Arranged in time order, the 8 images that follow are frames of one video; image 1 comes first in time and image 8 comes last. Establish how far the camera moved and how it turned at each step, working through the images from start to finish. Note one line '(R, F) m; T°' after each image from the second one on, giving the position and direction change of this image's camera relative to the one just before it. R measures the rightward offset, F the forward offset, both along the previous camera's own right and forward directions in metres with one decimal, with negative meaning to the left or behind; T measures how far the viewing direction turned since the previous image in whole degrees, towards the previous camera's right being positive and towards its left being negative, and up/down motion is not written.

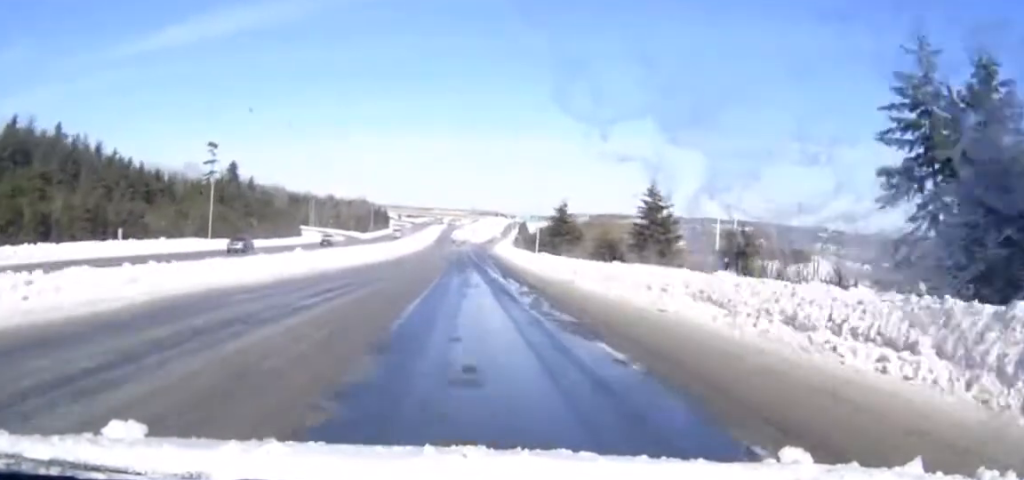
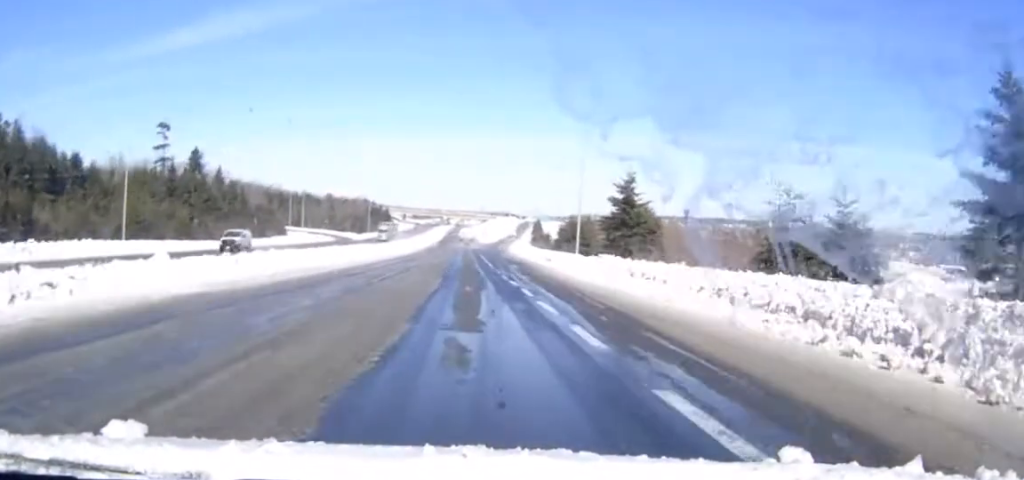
(-0.2, +30.4) m; -1°
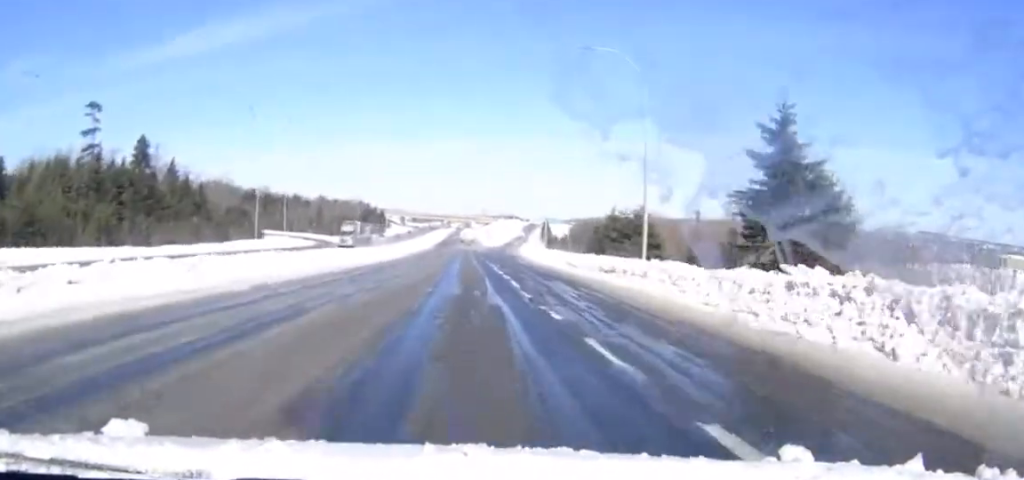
(-0.1, +26.5) m; 0°
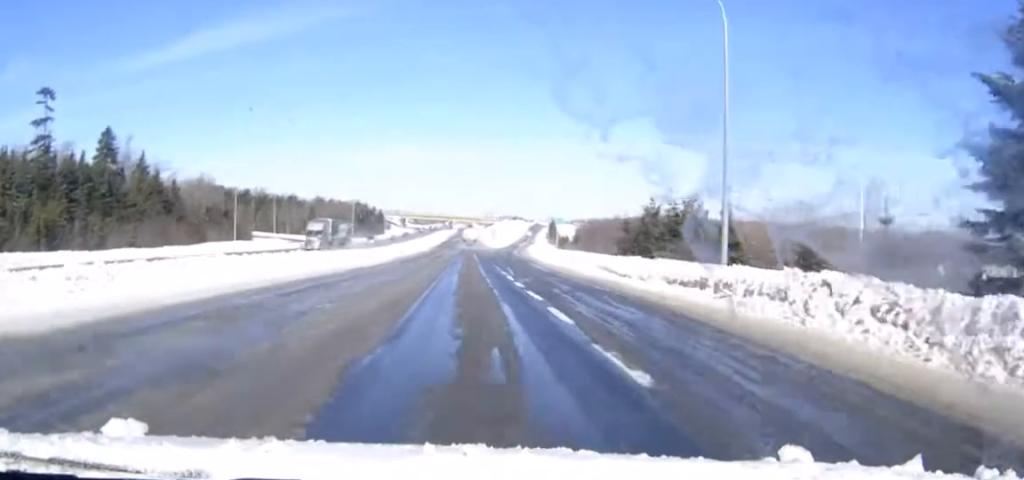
(0.0, +13.9) m; 0°
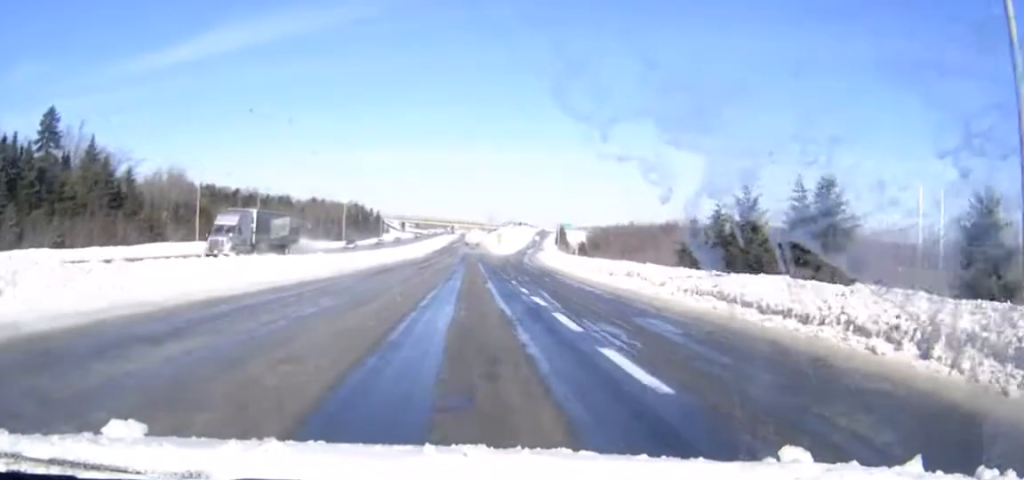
(0.0, +18.5) m; 0°
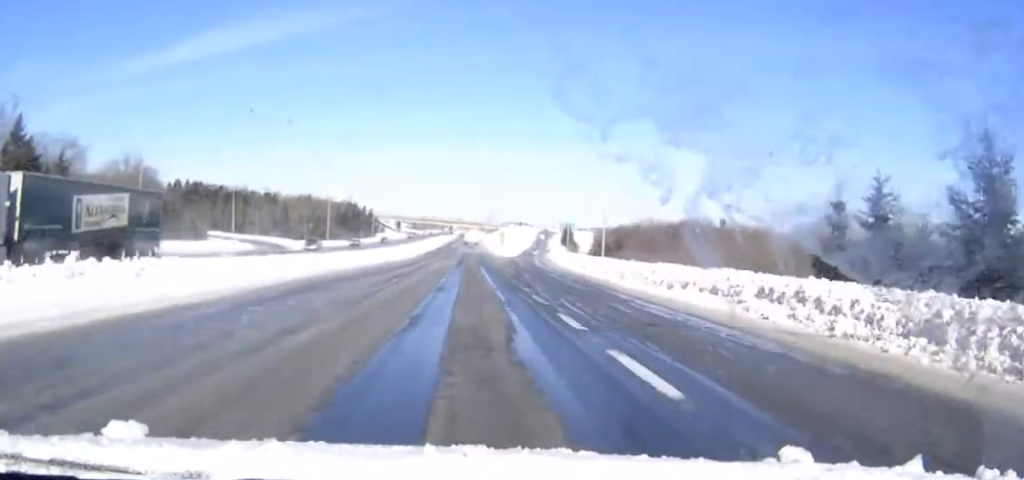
(0.0, +19.1) m; 0°
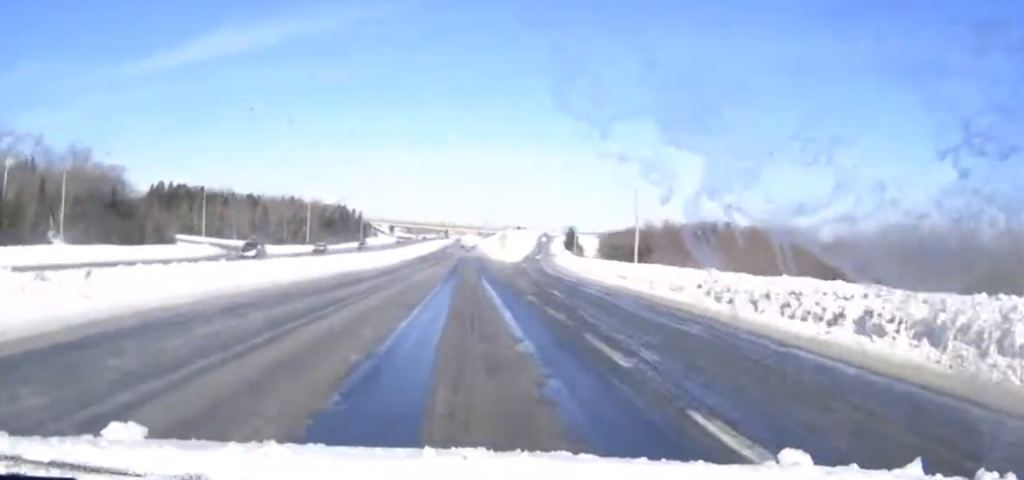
(0.0, +17.0) m; 0°
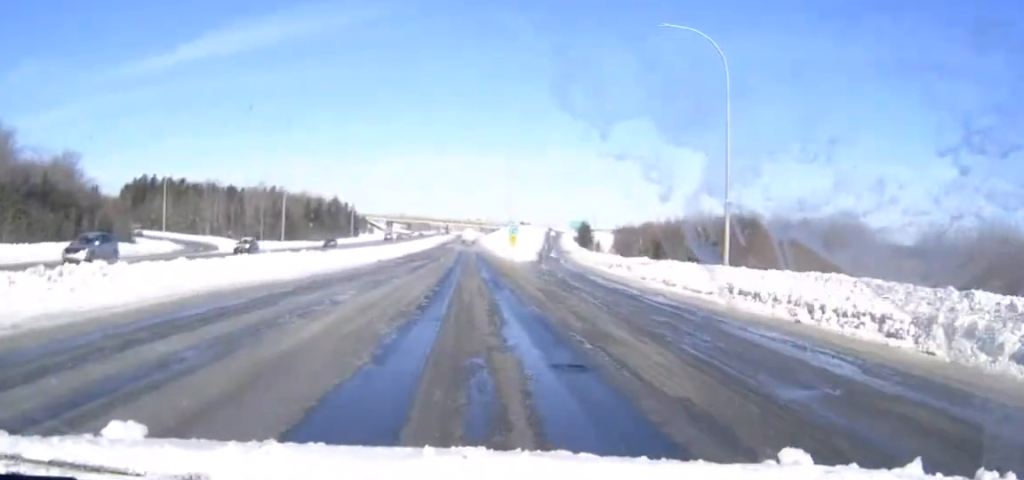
(0.0, +21.3) m; 0°
